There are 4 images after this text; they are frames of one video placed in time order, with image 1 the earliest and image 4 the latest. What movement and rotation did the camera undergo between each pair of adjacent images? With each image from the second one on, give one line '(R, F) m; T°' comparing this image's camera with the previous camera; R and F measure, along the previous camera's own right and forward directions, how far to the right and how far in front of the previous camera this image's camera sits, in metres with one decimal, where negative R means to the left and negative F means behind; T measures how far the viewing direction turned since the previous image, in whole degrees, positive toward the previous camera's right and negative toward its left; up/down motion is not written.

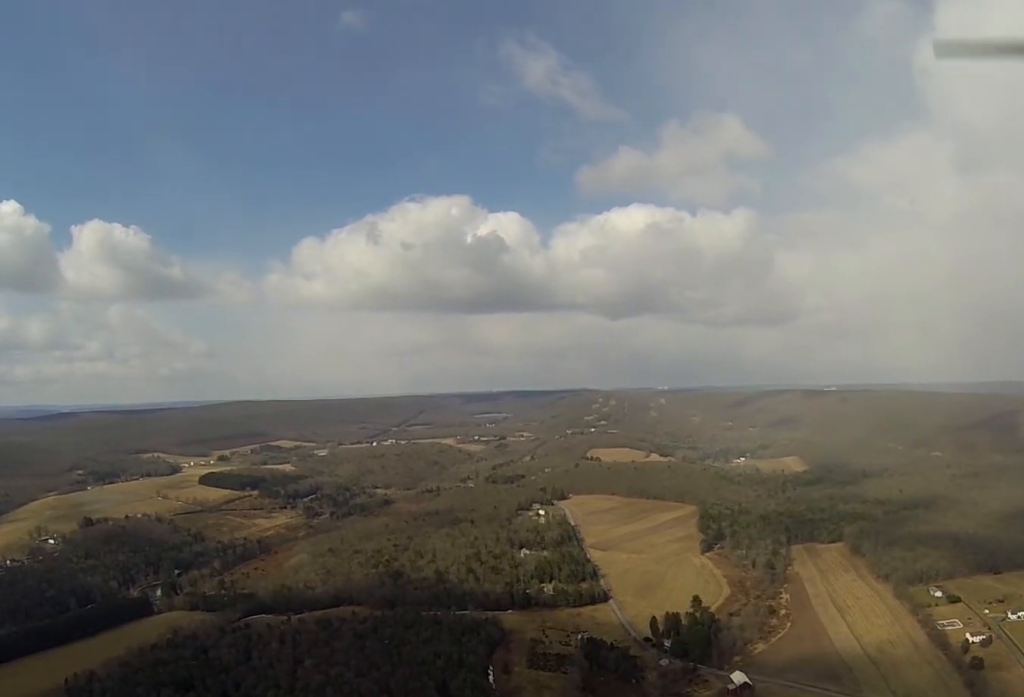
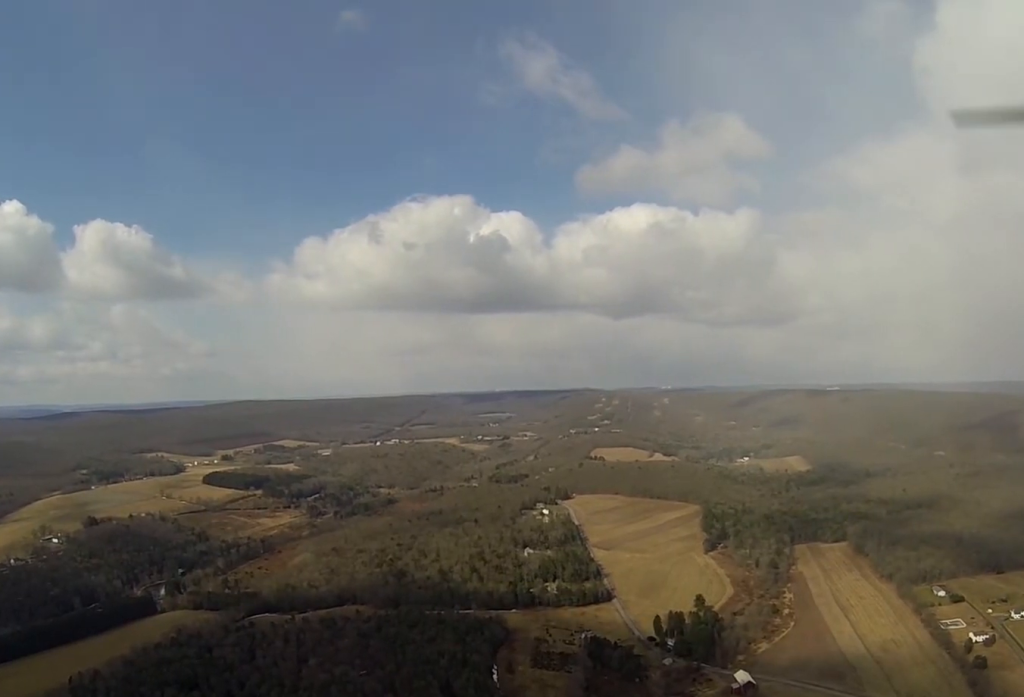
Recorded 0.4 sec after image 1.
(0.0, +1.1) m; -1°
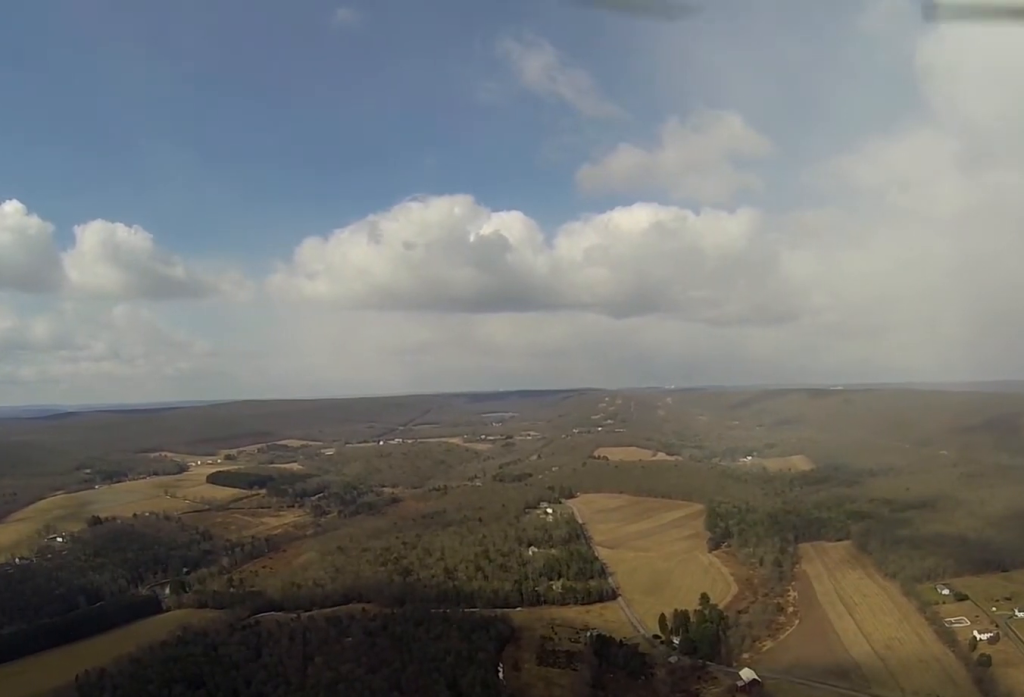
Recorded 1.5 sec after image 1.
(-0.1, +3.0) m; -3°
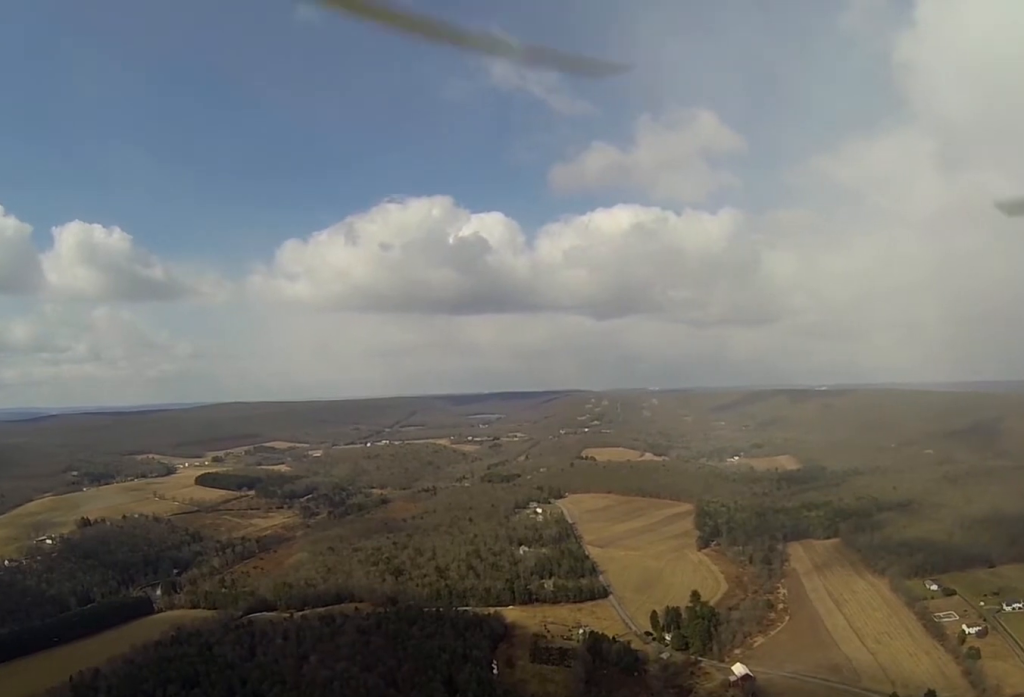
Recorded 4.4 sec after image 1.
(+0.1, +7.8) m; +2°
